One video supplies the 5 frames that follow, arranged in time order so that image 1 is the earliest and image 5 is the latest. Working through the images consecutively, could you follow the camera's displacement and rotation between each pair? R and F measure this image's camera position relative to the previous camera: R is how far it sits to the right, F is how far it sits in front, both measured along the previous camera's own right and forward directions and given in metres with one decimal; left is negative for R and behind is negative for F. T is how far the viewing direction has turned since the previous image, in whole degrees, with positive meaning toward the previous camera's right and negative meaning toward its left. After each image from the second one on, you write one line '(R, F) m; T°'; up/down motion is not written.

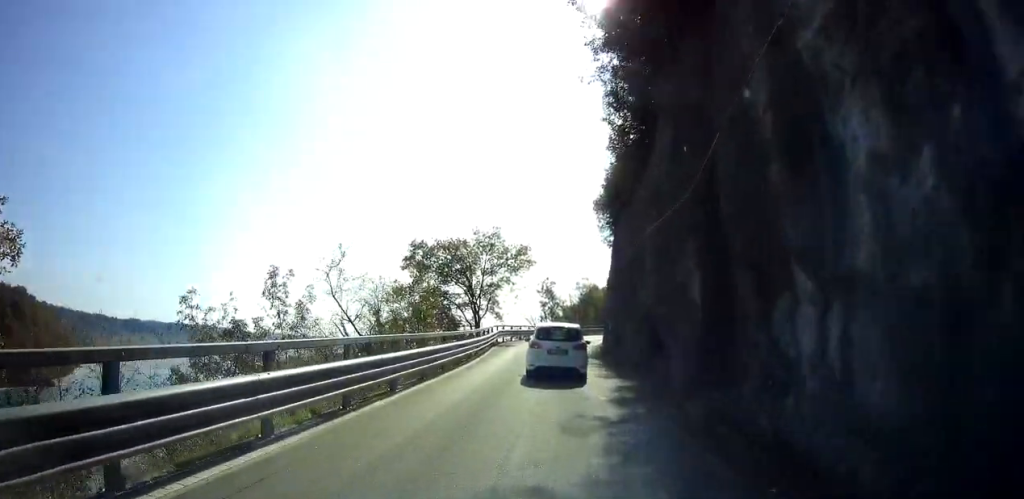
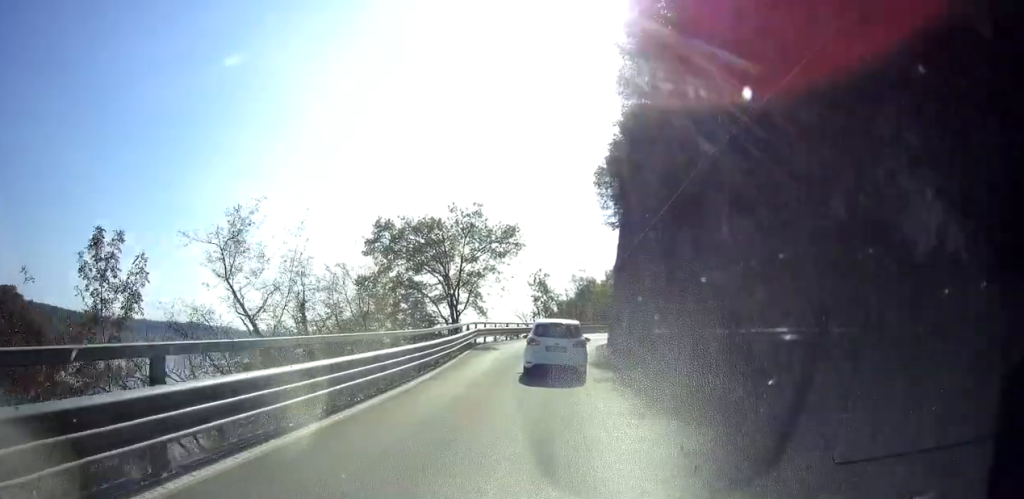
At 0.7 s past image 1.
(+0.1, +6.8) m; +1°
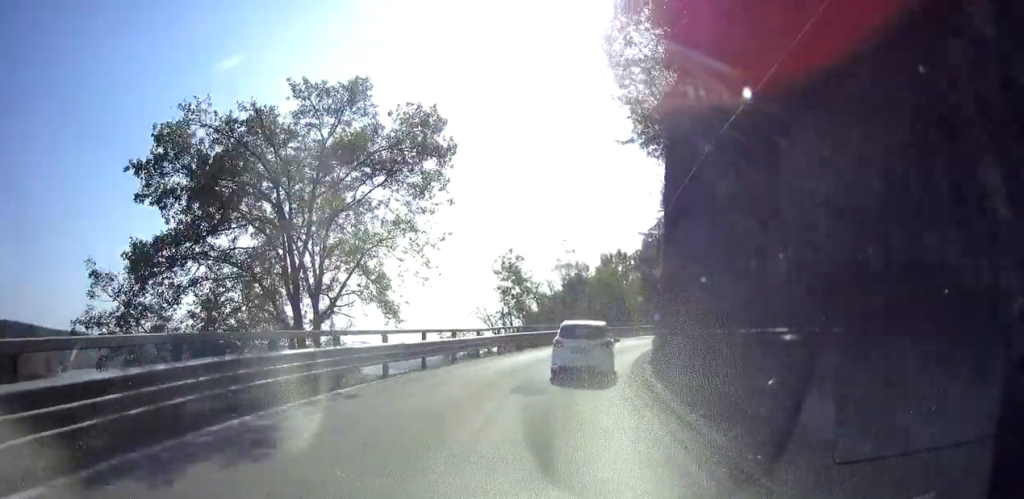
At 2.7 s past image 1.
(0.0, +19.8) m; 0°
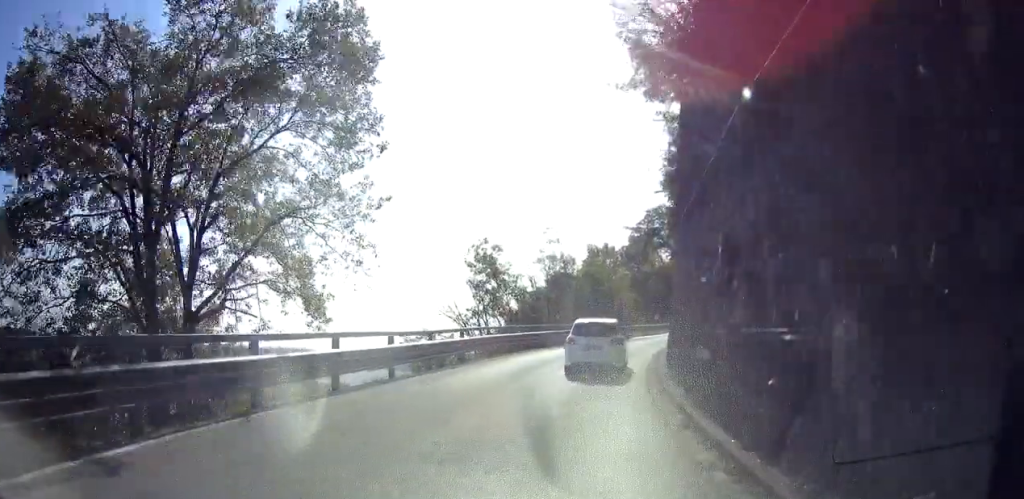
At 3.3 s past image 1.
(0.0, +5.8) m; 0°
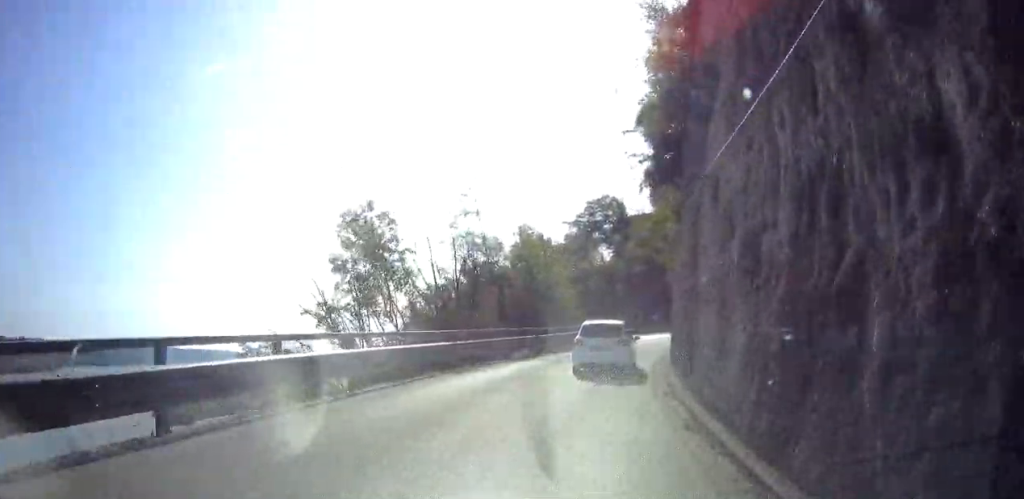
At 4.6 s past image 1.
(0.0, +12.3) m; 0°
